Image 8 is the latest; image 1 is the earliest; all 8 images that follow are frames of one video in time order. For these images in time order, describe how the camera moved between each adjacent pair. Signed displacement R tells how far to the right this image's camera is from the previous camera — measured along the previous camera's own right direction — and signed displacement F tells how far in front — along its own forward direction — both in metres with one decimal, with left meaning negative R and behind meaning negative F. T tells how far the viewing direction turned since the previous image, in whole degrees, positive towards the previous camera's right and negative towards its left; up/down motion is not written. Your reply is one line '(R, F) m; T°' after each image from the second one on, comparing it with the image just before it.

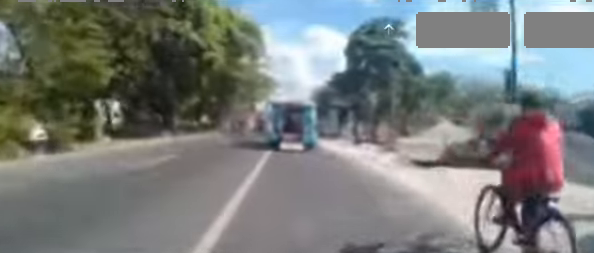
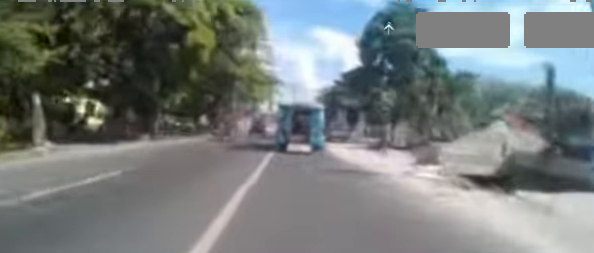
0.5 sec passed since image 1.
(+0.2, +3.3) m; +2°
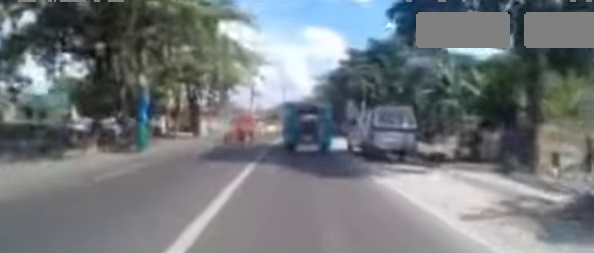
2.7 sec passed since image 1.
(-0.2, +13.9) m; -3°
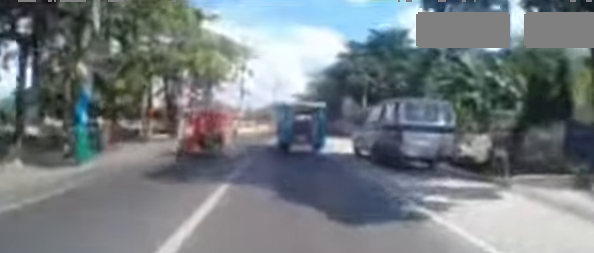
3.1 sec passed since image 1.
(0.0, +2.7) m; 0°
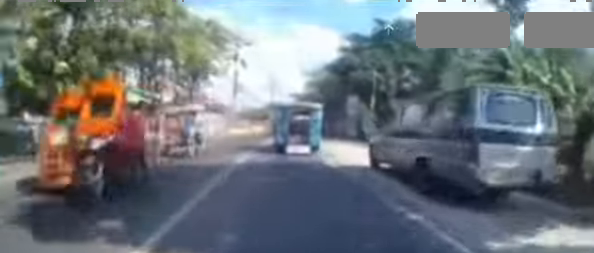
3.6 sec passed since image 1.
(0.0, +2.6) m; +1°
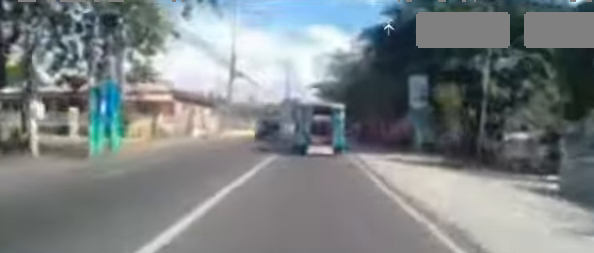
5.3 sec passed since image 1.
(-0.2, +9.9) m; -1°
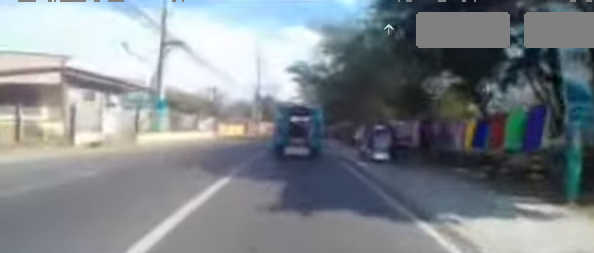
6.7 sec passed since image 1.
(+0.2, +9.3) m; 0°
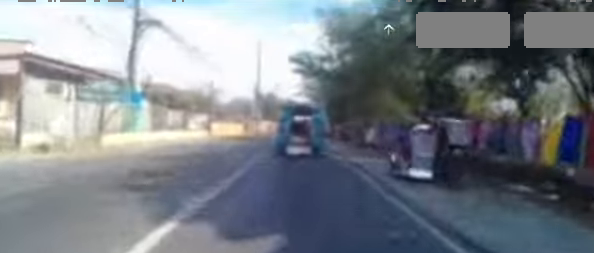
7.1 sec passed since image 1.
(-0.1, +2.8) m; +1°
